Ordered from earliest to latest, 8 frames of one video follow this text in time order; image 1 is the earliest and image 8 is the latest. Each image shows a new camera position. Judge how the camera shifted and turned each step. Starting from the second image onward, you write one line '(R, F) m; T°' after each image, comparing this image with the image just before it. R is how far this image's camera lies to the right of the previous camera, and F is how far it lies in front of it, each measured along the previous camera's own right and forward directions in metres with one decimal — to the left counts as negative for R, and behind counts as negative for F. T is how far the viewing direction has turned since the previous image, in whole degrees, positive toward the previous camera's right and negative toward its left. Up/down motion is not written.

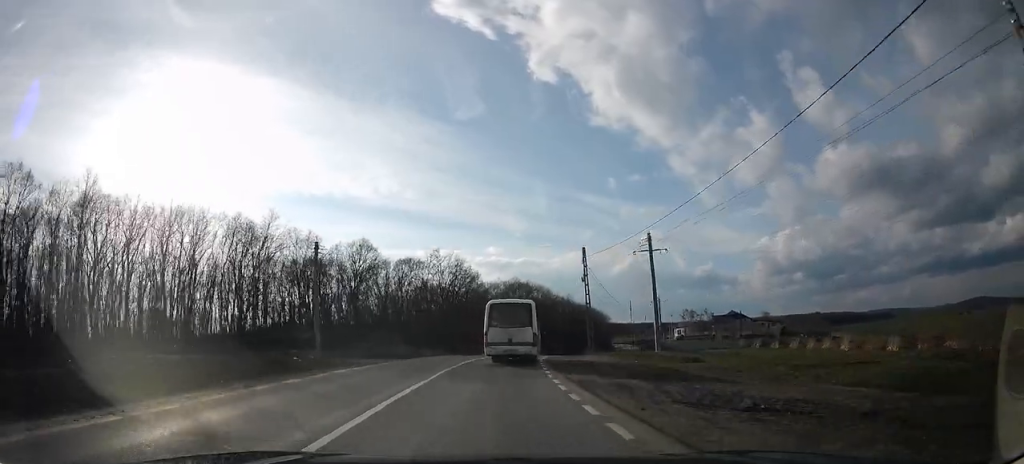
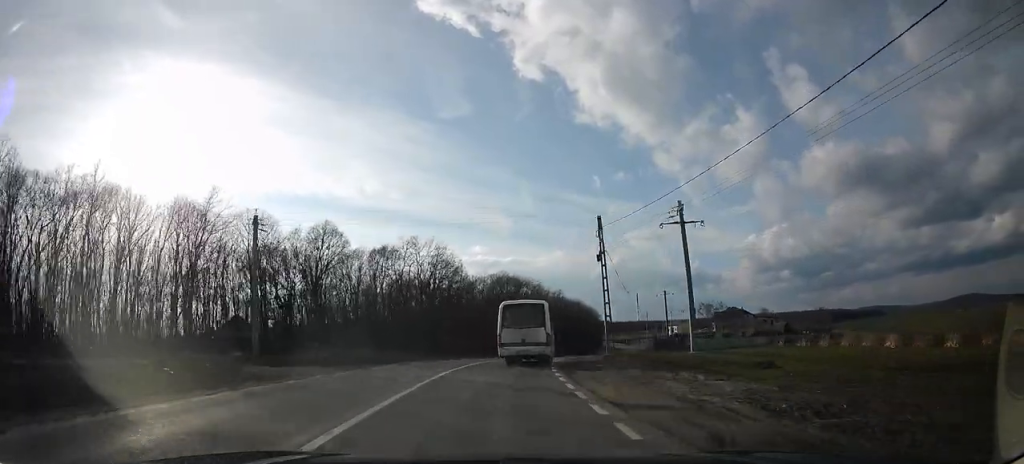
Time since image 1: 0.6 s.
(0.0, +9.8) m; -3°
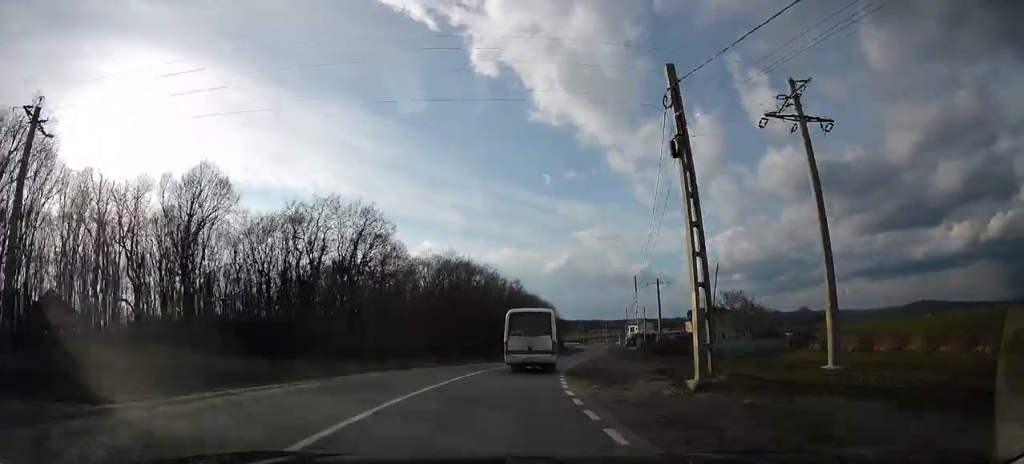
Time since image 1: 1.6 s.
(-0.8, +17.0) m; 0°
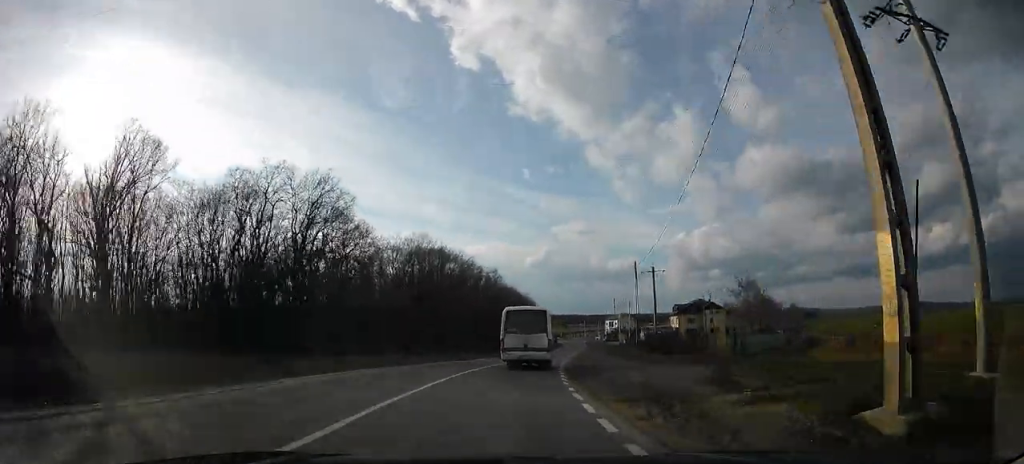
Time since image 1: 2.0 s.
(-0.9, +6.7) m; +2°
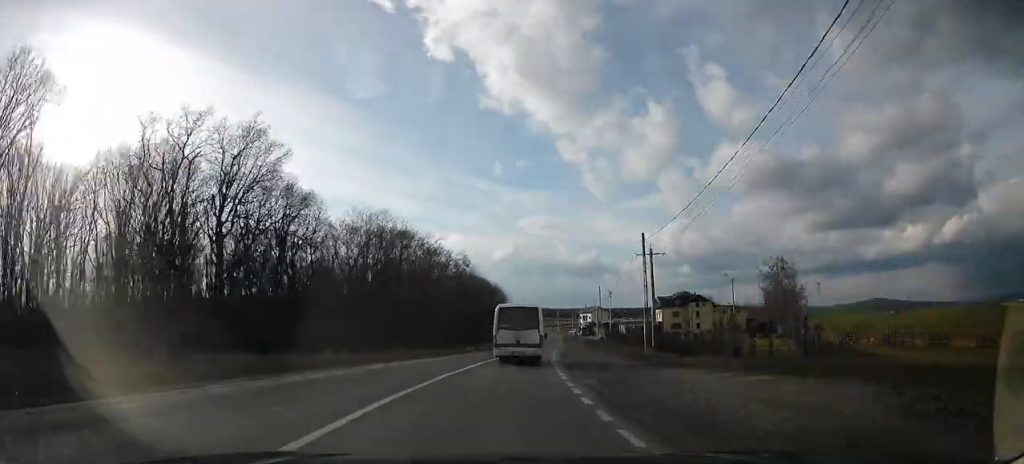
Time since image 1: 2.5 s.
(+1.1, +8.6) m; +4°
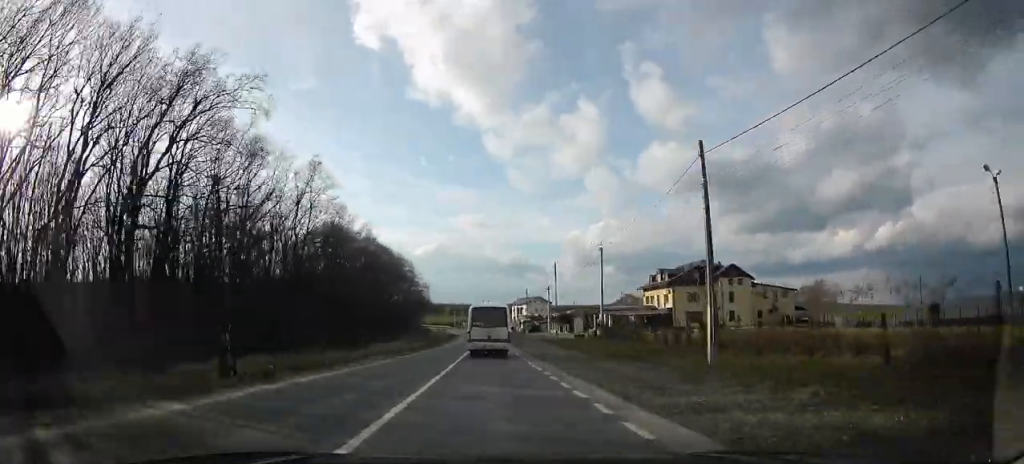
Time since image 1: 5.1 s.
(+5.8, +48.8) m; +14°
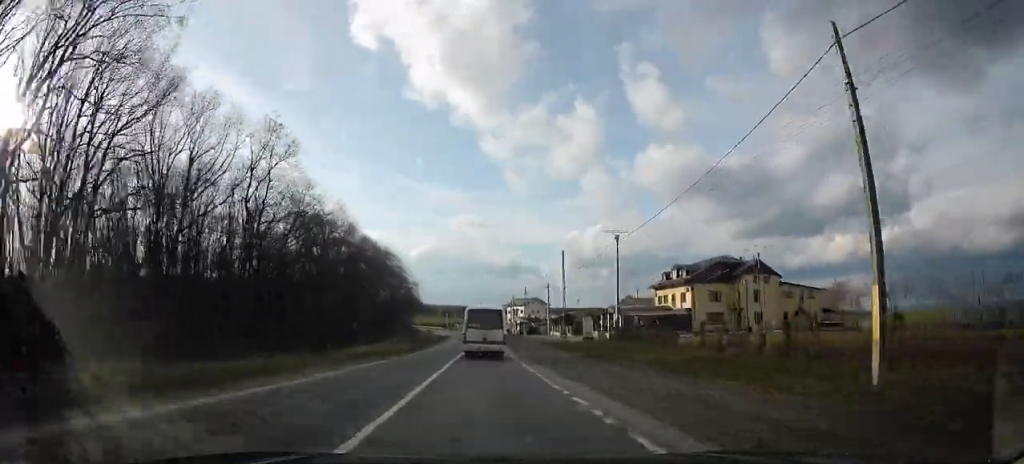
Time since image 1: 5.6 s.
(+0.8, +8.3) m; +1°
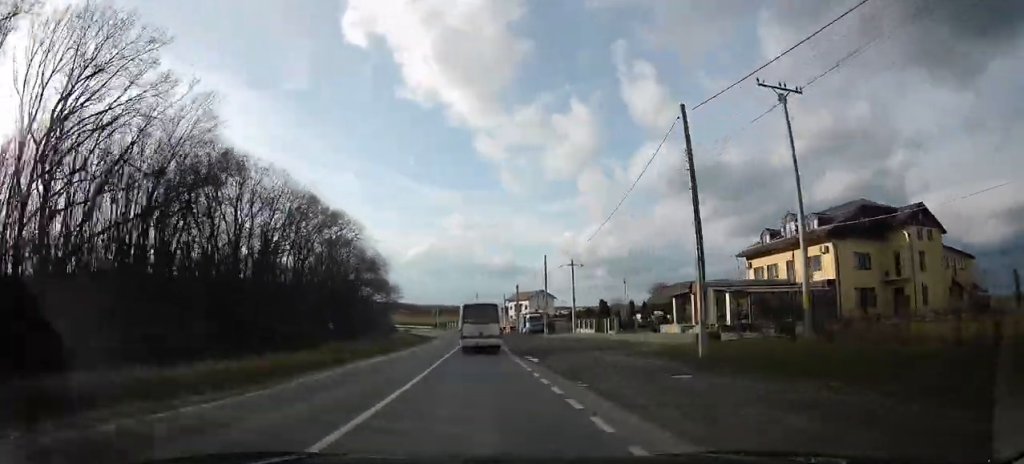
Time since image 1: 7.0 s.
(-0.1, +27.9) m; +2°
